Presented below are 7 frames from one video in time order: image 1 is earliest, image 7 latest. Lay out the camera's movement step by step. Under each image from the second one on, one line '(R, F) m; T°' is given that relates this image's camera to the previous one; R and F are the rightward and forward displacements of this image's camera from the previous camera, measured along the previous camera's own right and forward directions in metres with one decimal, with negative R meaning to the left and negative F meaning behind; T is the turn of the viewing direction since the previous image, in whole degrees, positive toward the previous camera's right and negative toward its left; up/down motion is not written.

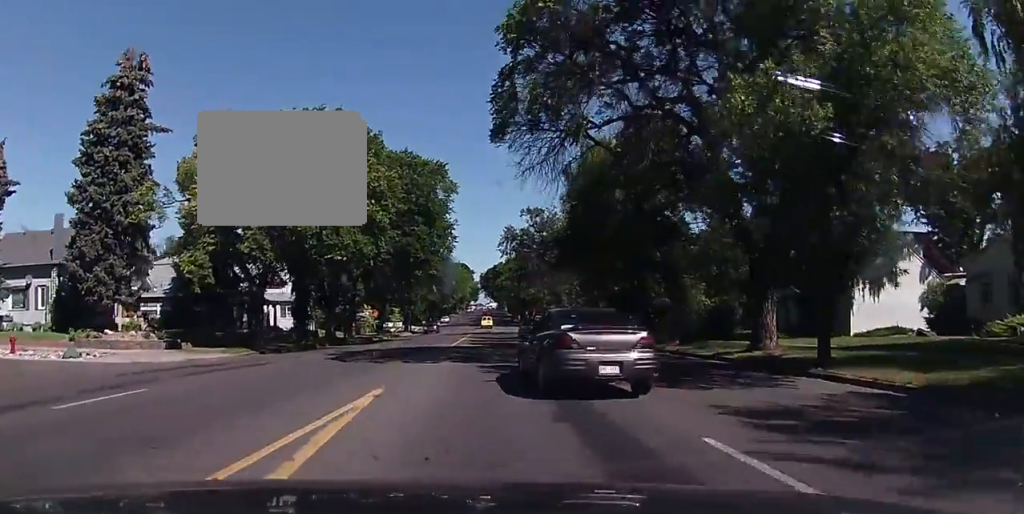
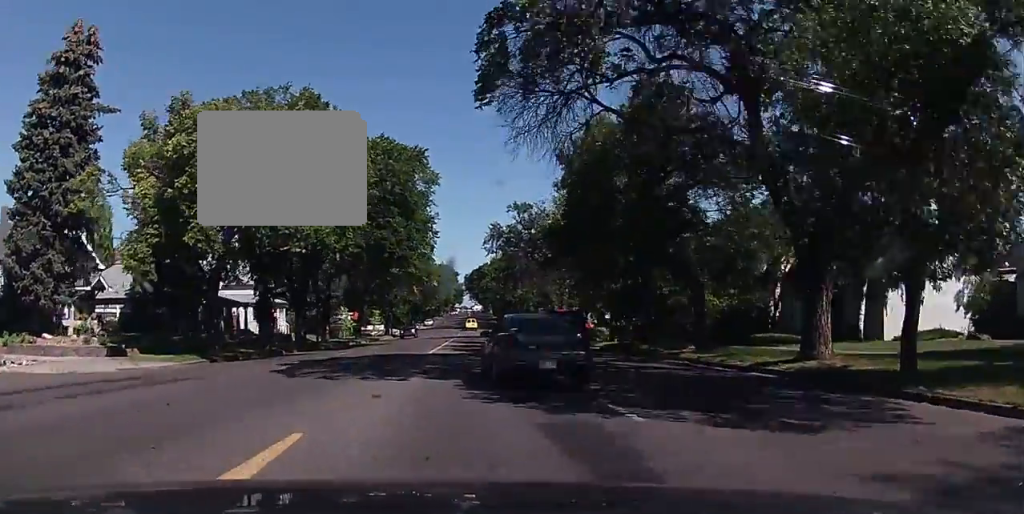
(0.0, +4.7) m; 0°
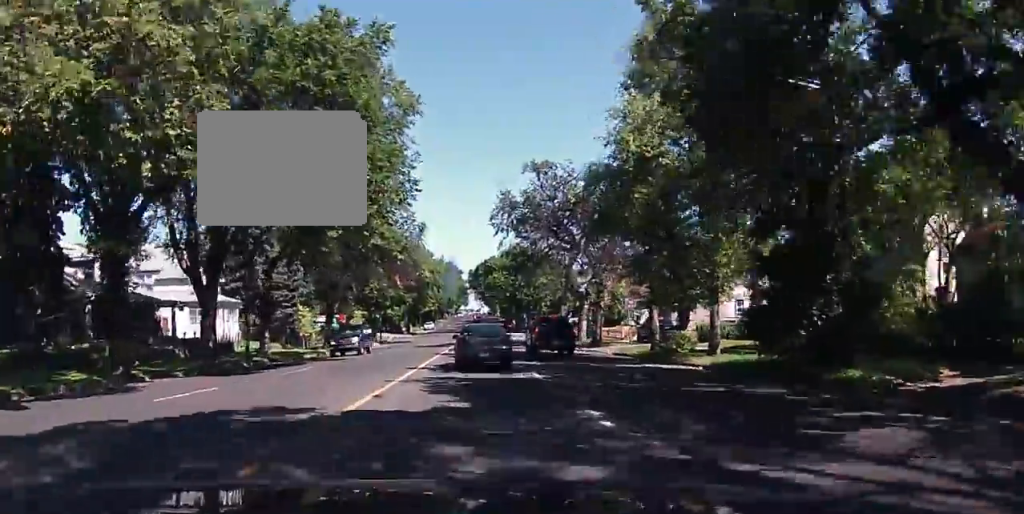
(0.0, +17.5) m; 0°
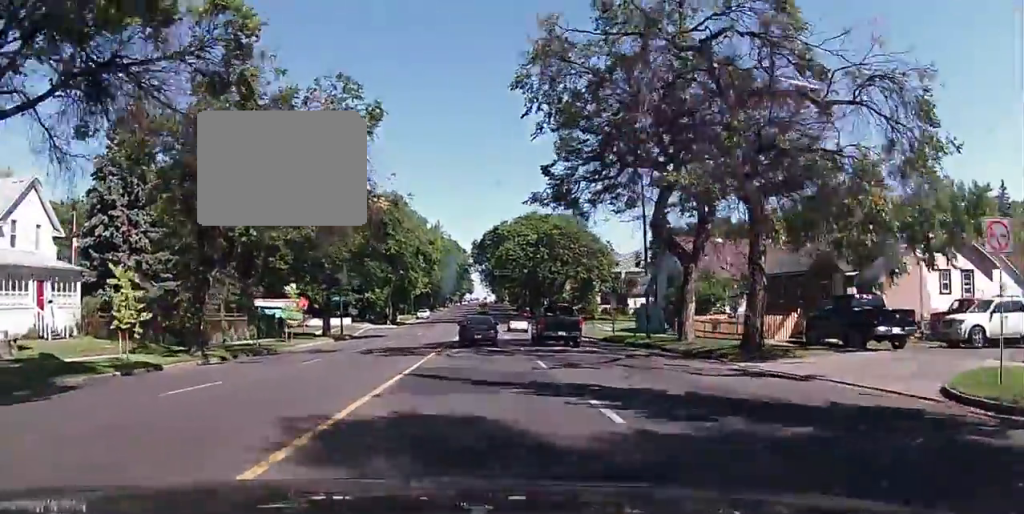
(0.0, +26.2) m; 0°
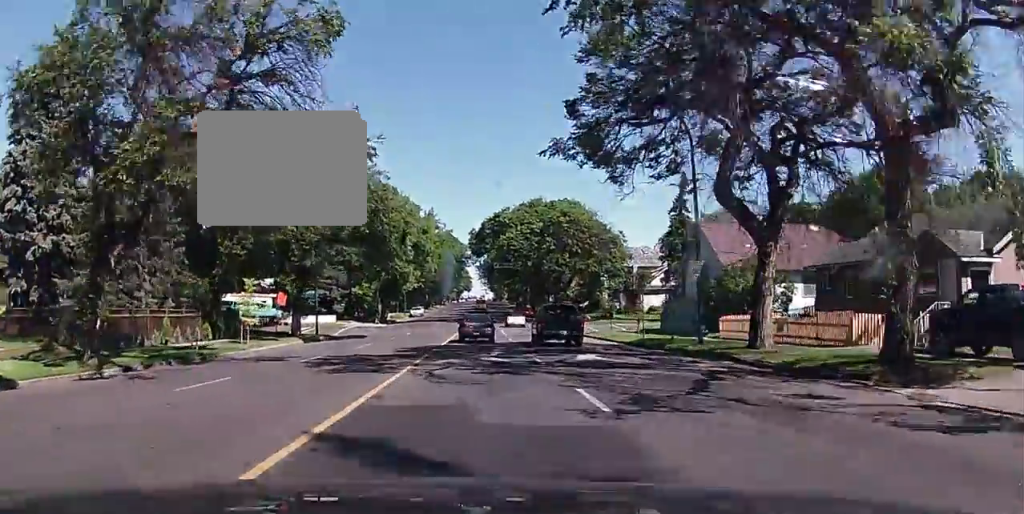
(0.0, +8.3) m; -1°
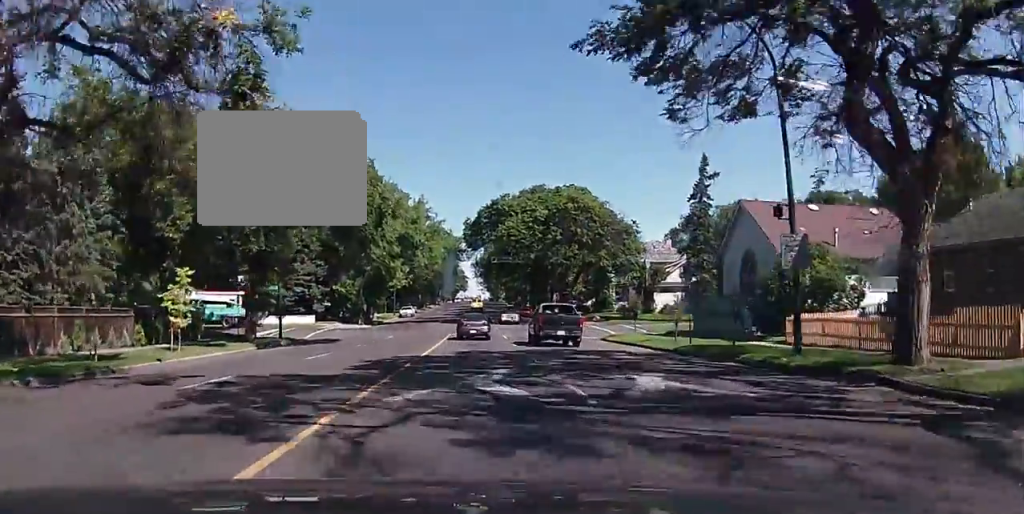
(-0.1, +8.4) m; 0°
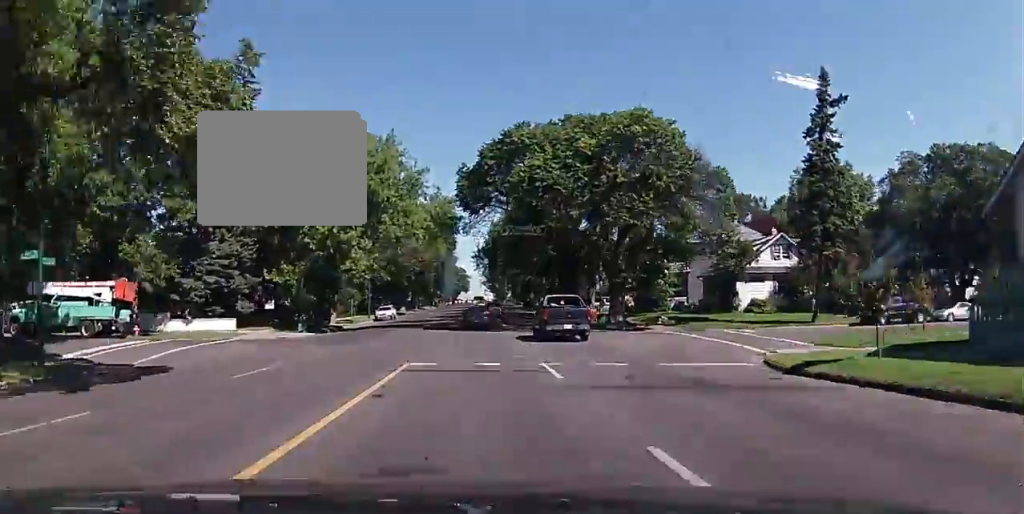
(+0.6, +24.7) m; +2°
